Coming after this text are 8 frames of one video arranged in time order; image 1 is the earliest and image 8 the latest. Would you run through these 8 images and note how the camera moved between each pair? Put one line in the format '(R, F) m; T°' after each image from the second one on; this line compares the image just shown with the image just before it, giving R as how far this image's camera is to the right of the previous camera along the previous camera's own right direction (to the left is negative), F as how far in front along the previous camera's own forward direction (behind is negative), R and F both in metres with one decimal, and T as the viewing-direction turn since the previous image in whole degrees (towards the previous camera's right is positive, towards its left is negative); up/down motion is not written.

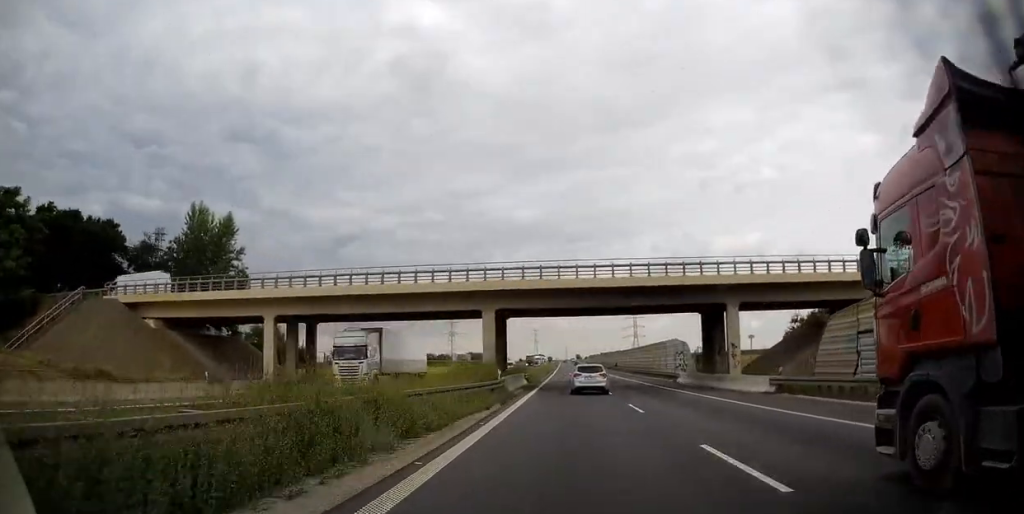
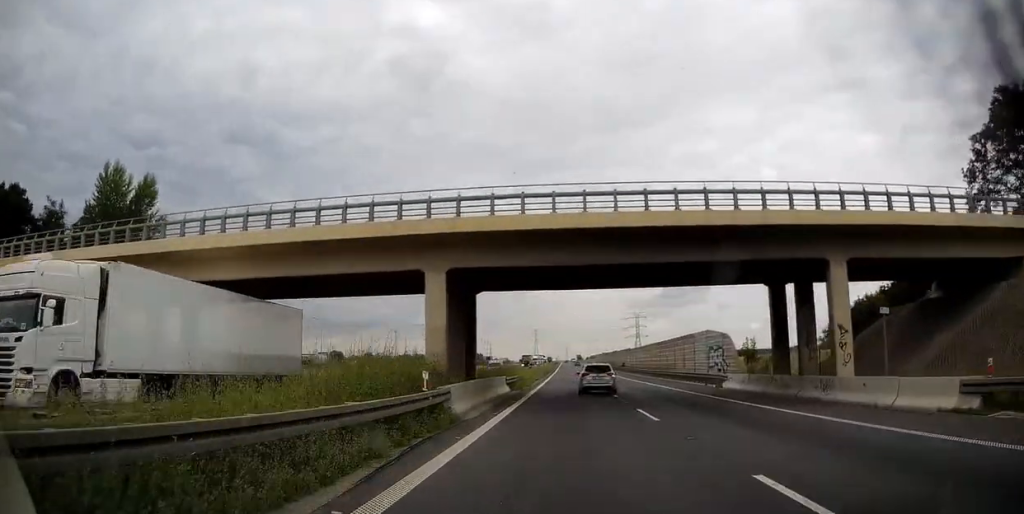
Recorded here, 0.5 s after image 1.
(0.0, +15.0) m; 0°
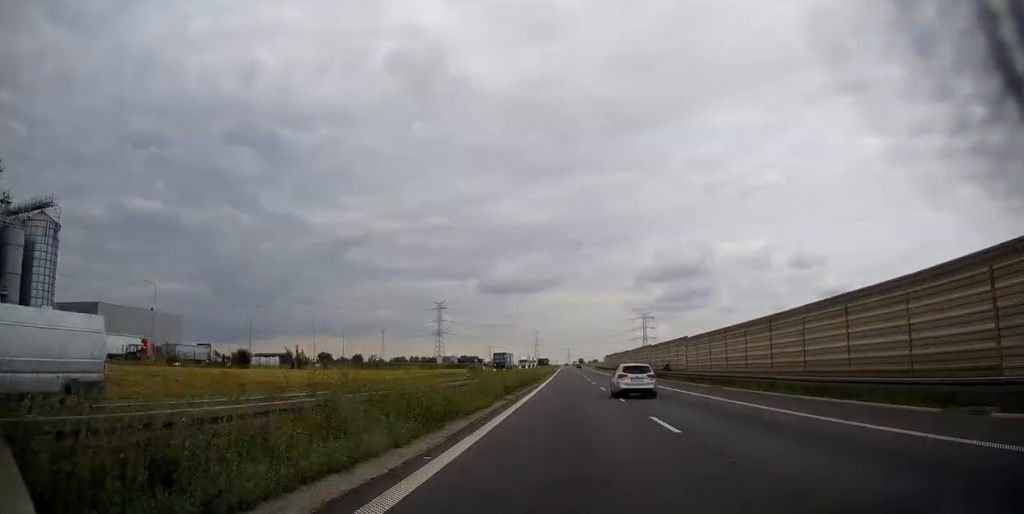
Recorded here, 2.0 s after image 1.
(-0.1, +50.5) m; 0°
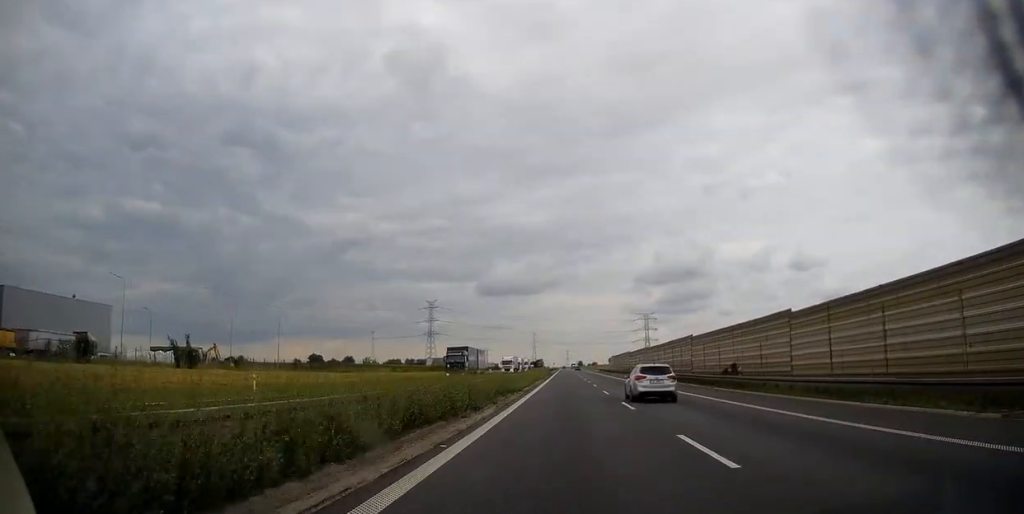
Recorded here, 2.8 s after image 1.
(-0.1, +28.4) m; 0°
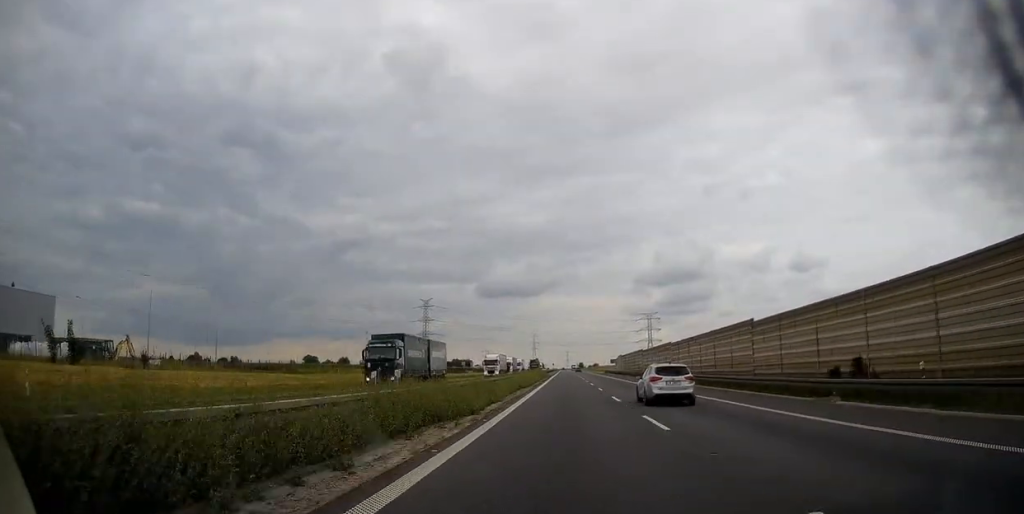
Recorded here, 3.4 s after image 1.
(+0.1, +18.7) m; 0°
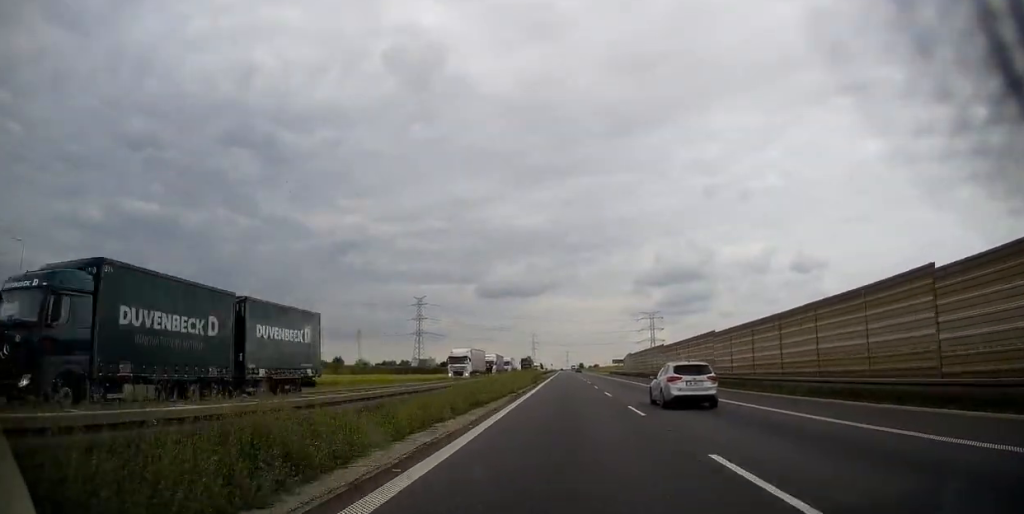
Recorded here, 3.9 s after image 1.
(+0.1, +20.0) m; 0°
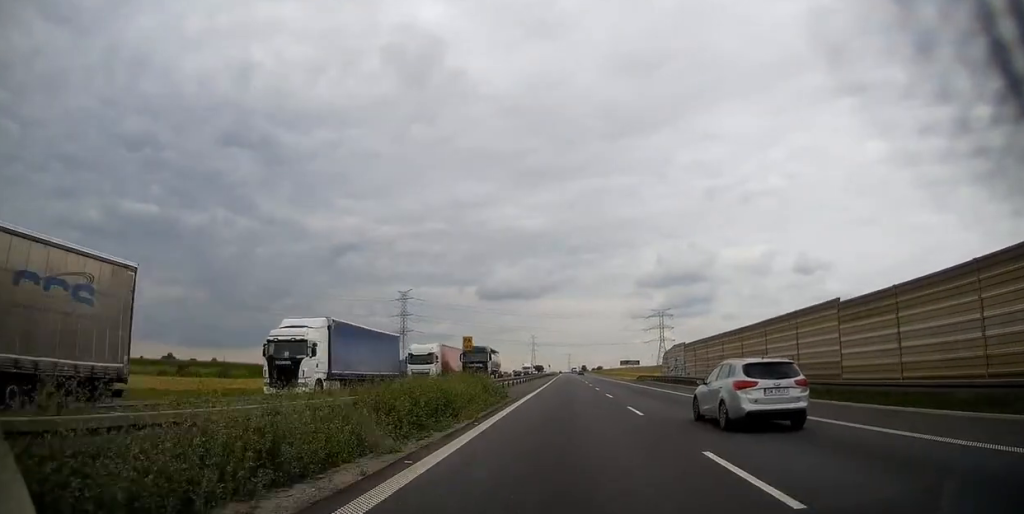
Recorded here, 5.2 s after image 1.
(-0.2, +47.6) m; 0°
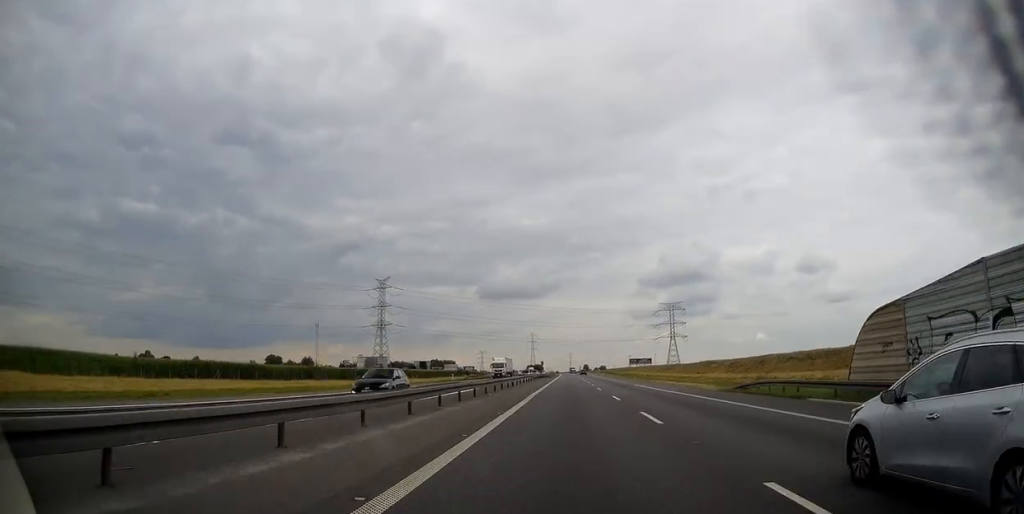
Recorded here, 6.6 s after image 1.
(0.0, +50.5) m; 0°
